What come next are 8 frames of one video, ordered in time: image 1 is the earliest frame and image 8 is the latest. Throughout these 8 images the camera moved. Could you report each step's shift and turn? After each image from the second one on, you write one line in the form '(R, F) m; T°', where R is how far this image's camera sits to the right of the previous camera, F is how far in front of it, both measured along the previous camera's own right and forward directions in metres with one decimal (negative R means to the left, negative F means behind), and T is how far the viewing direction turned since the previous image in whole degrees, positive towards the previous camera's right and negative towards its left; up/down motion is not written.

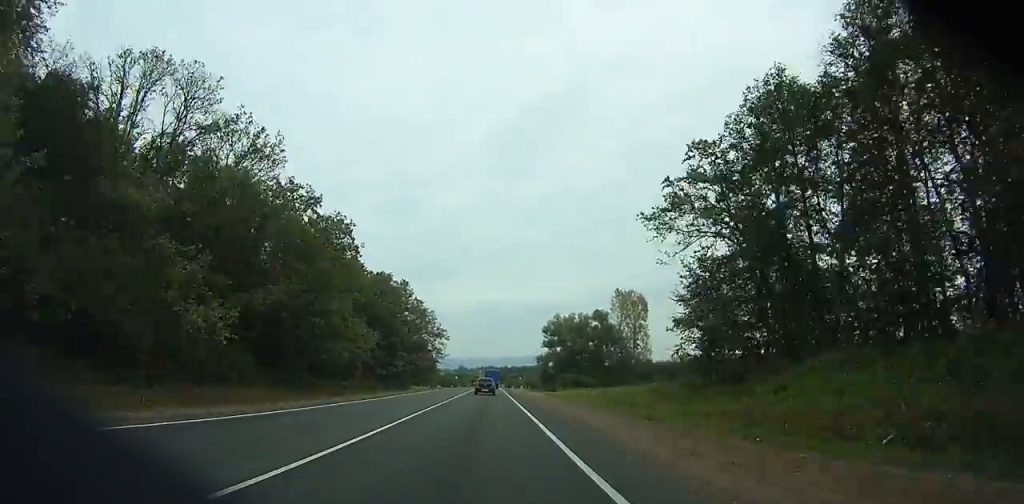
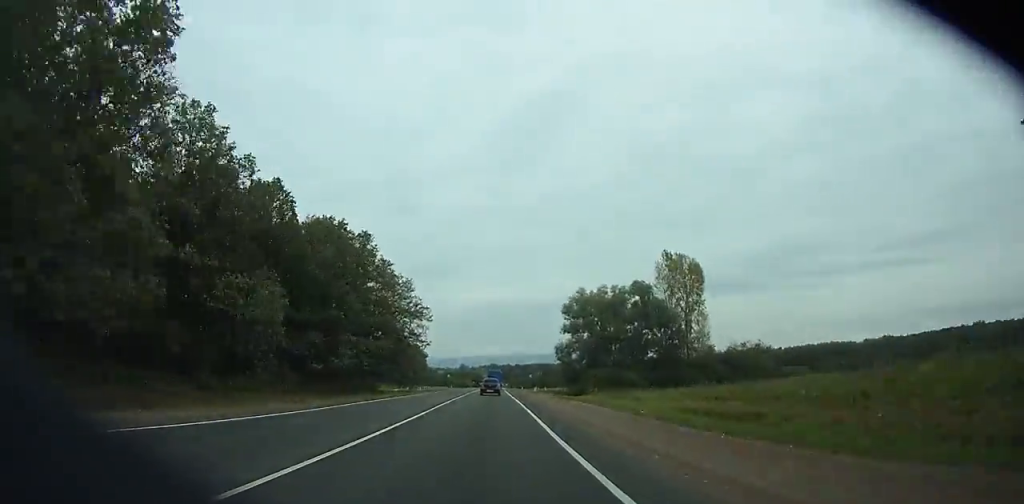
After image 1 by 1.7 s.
(0.0, +37.8) m; 0°
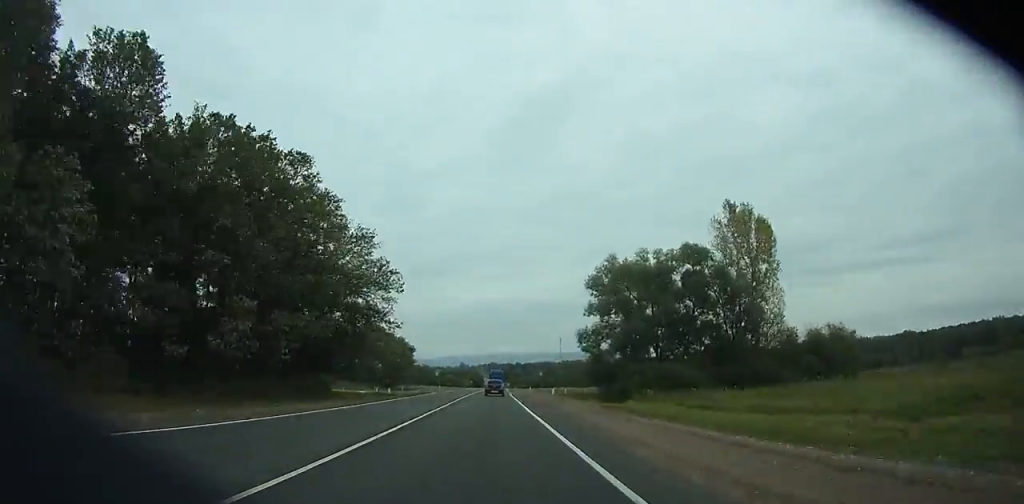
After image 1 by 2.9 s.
(0.0, +26.5) m; 0°
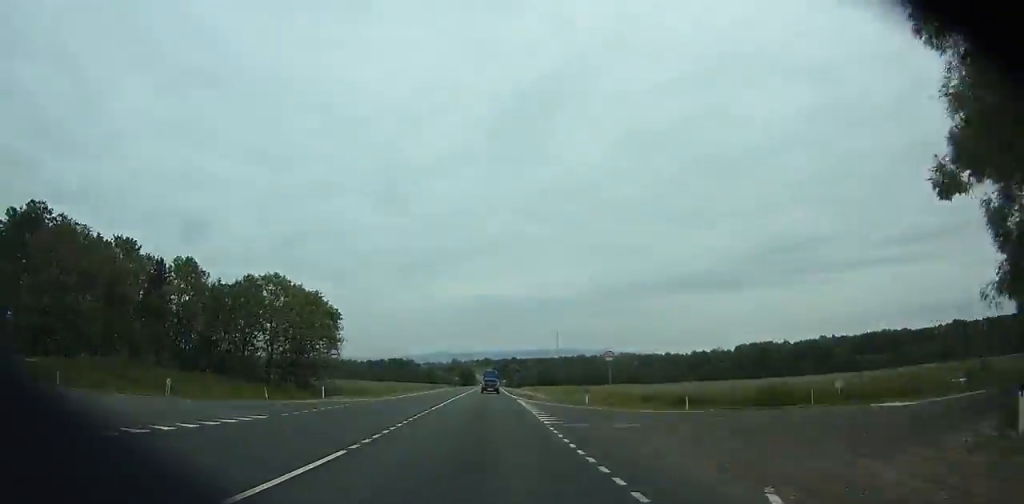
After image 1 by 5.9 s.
(+0.1, +66.2) m; 0°
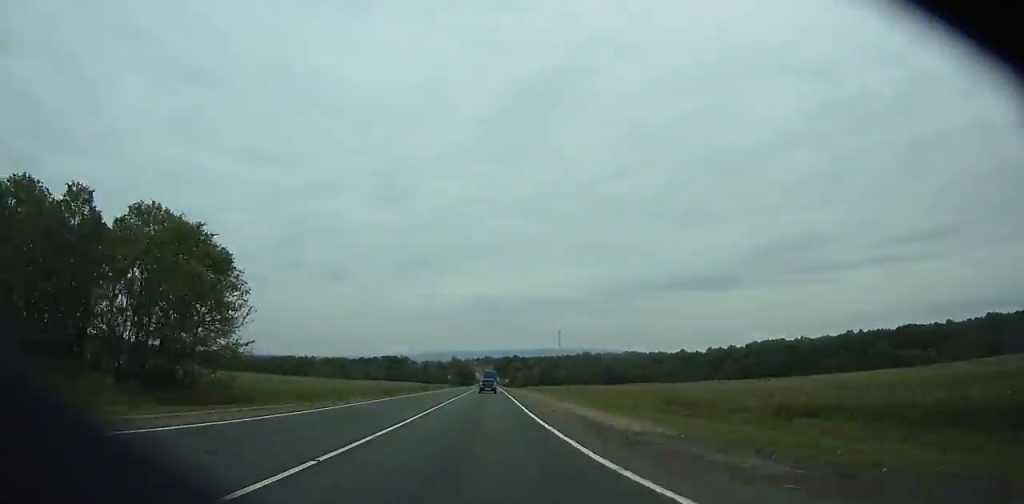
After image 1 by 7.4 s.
(0.0, +33.2) m; 0°
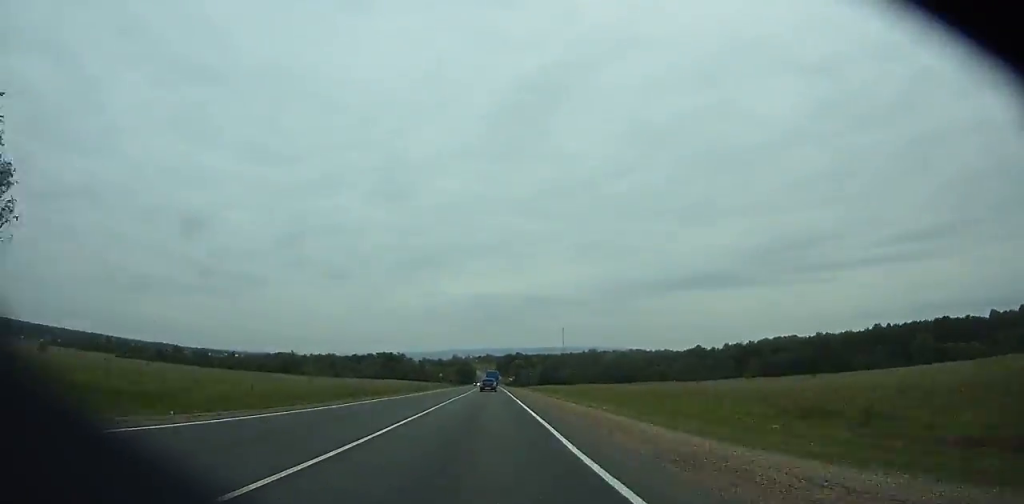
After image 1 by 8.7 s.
(0.0, +29.2) m; 0°
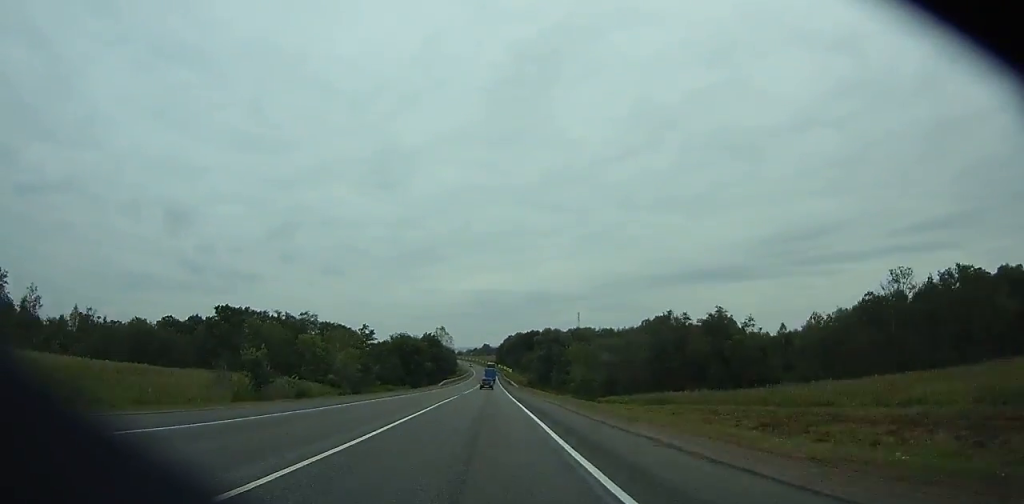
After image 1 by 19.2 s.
(-0.2, +244.9) m; 0°
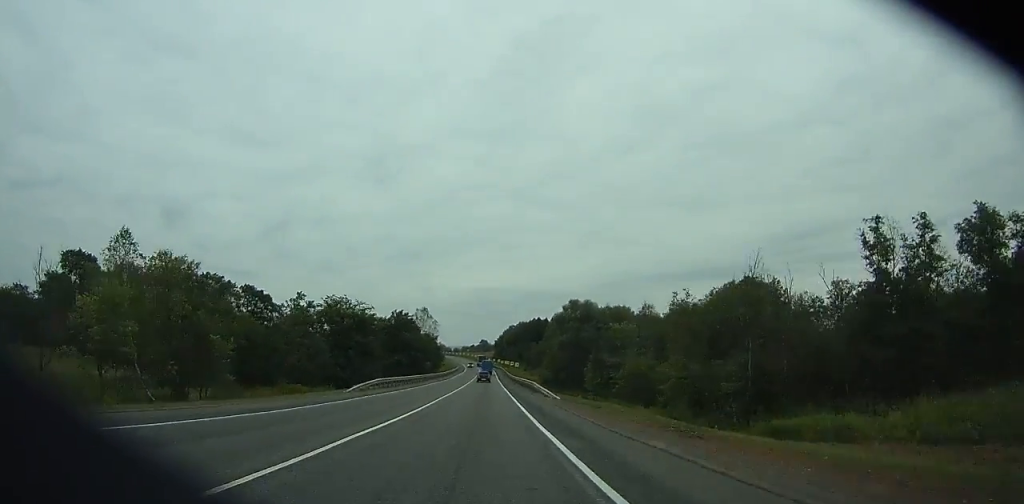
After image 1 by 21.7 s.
(-0.1, +60.4) m; 0°
